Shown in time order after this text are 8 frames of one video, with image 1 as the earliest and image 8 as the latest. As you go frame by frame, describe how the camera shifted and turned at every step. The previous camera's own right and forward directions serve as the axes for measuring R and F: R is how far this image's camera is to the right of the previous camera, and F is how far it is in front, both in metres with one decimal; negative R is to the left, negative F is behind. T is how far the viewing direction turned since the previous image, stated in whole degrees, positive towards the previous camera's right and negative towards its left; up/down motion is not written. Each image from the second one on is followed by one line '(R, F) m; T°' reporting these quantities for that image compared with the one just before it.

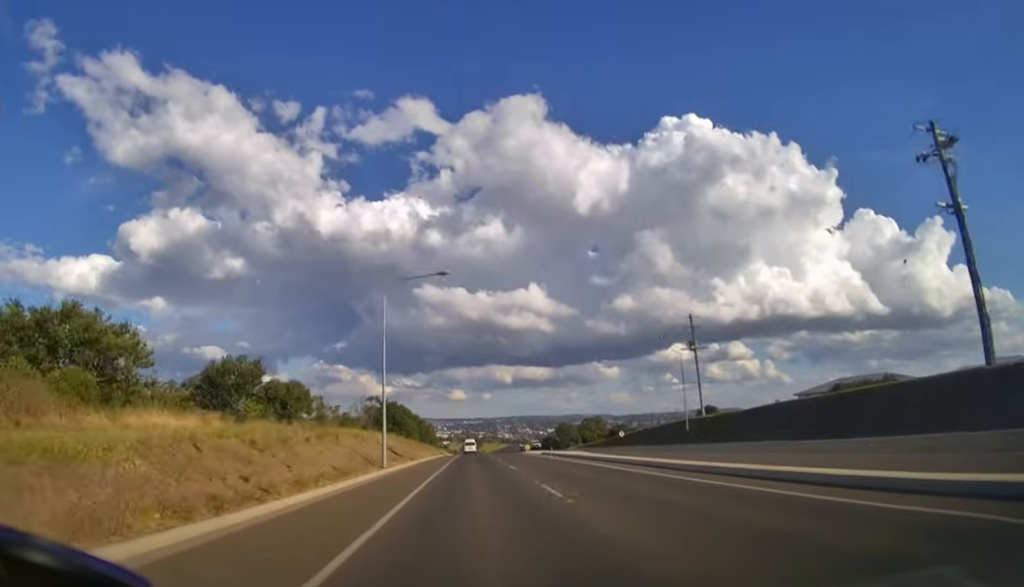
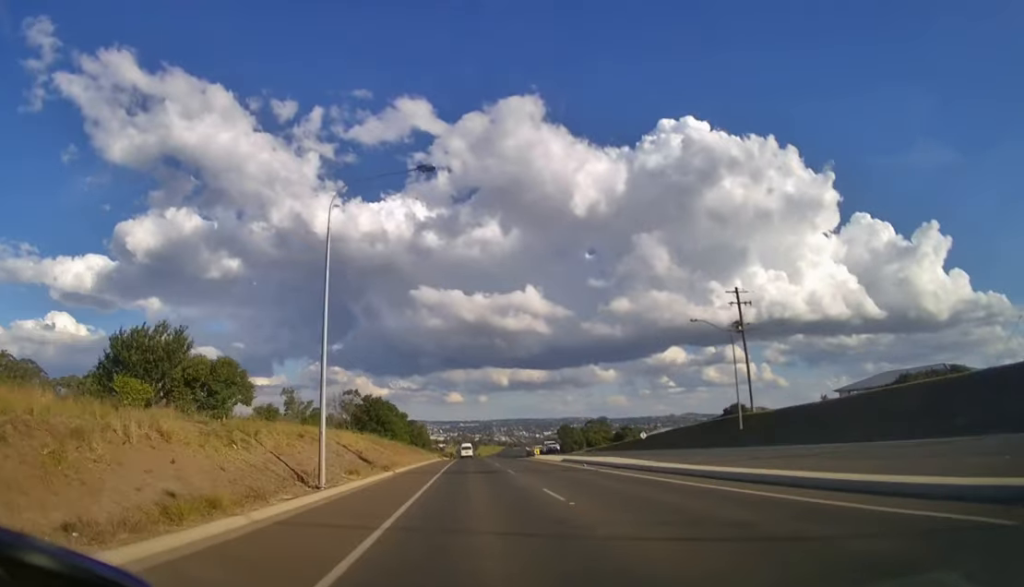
(-0.1, +10.9) m; 0°
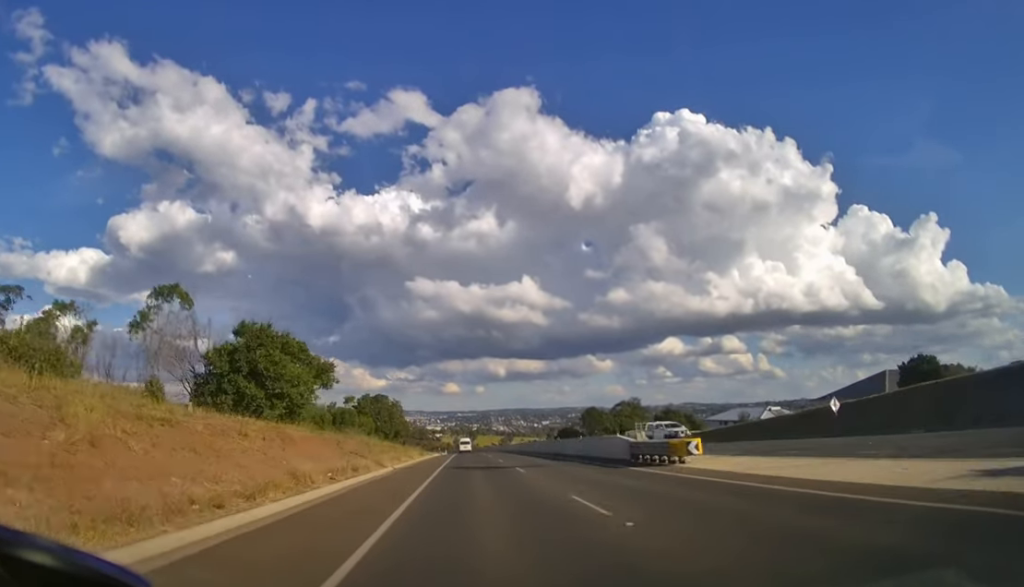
(-0.1, +38.9) m; 0°
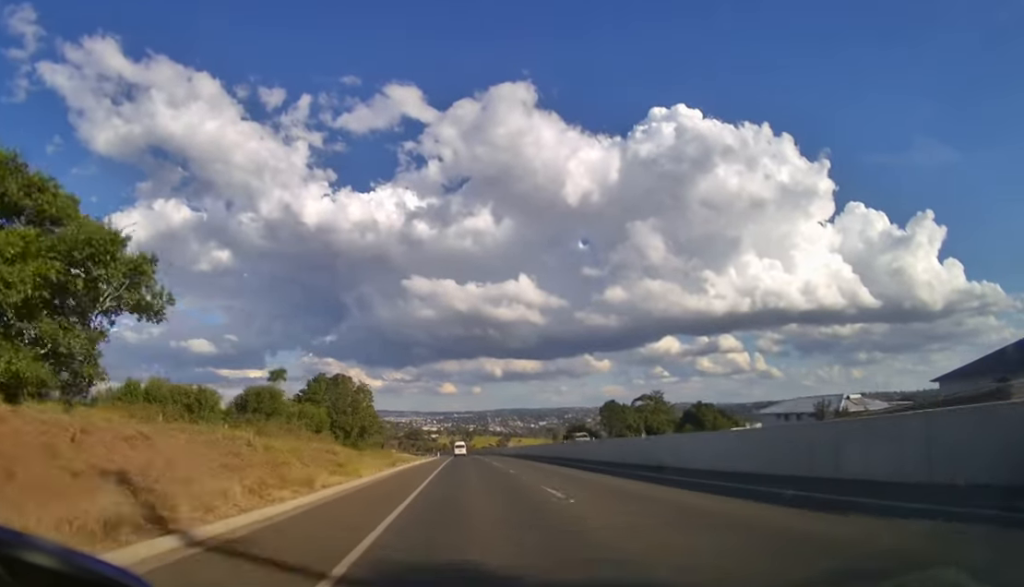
(0.0, +20.7) m; 0°
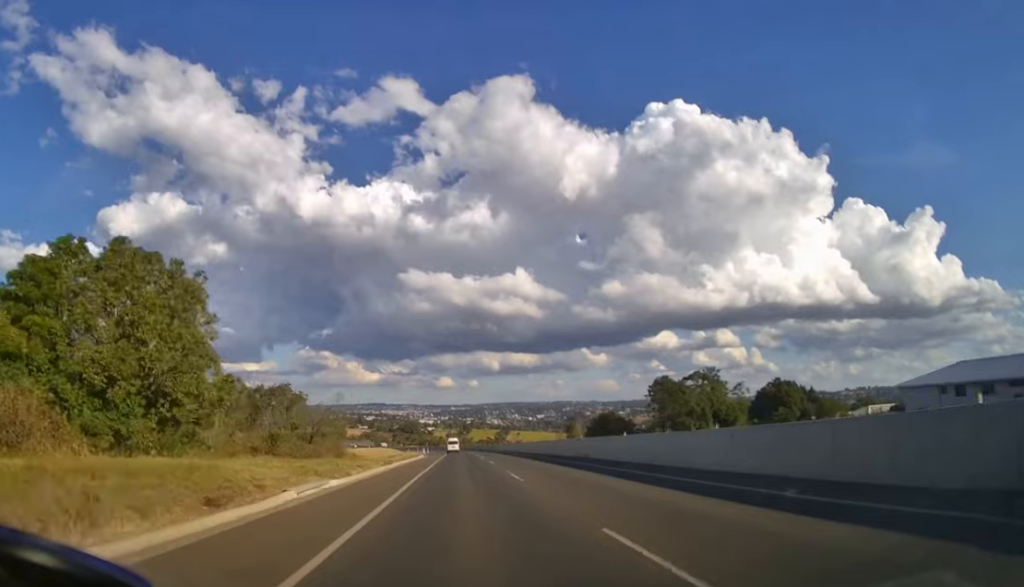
(+0.1, +32.4) m; 0°
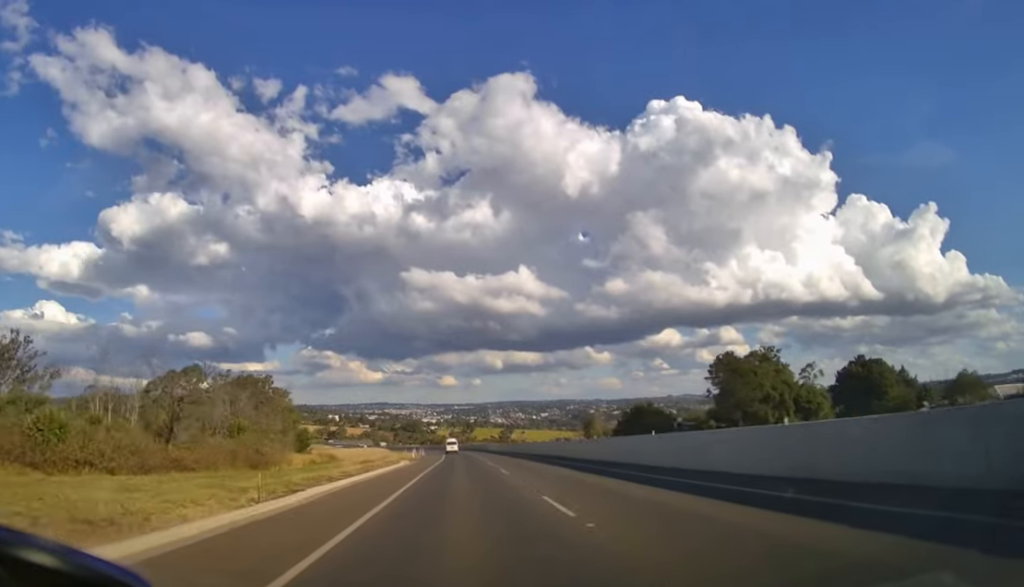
(+0.1, +21.4) m; 0°
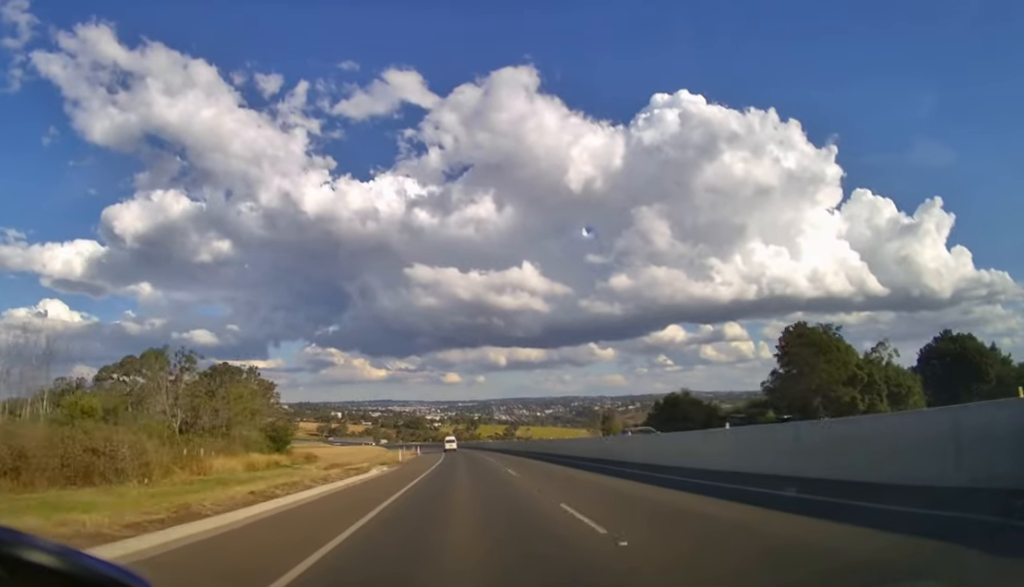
(0.0, +15.1) m; 0°
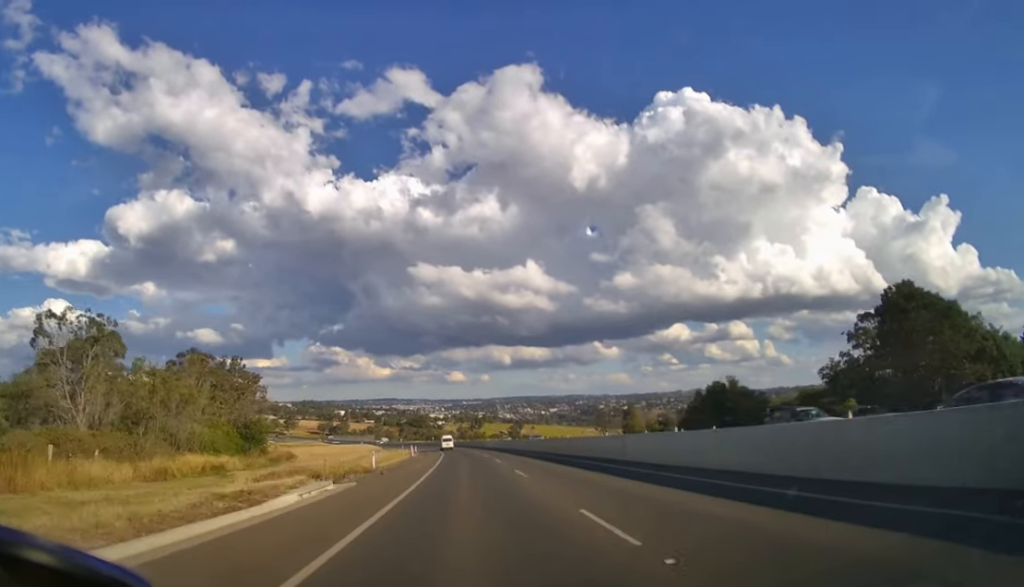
(-0.1, +14.7) m; 0°
